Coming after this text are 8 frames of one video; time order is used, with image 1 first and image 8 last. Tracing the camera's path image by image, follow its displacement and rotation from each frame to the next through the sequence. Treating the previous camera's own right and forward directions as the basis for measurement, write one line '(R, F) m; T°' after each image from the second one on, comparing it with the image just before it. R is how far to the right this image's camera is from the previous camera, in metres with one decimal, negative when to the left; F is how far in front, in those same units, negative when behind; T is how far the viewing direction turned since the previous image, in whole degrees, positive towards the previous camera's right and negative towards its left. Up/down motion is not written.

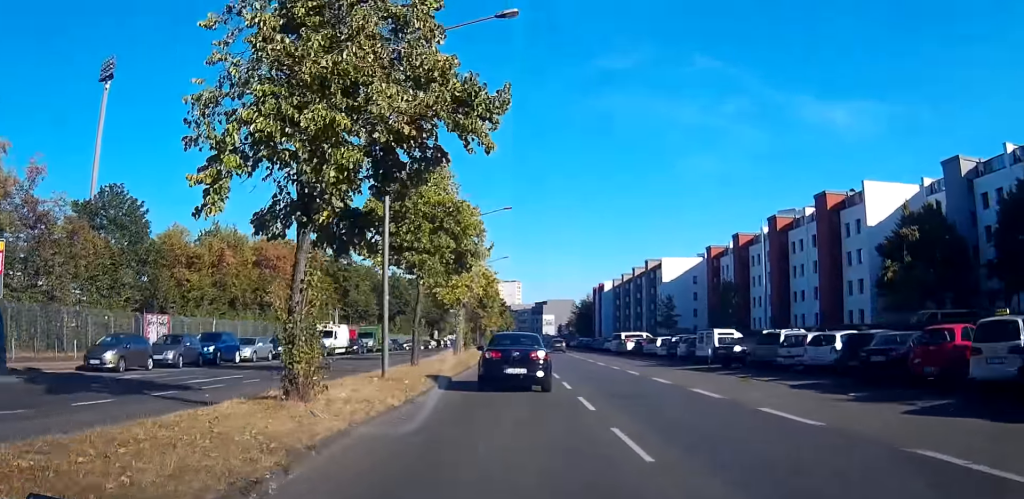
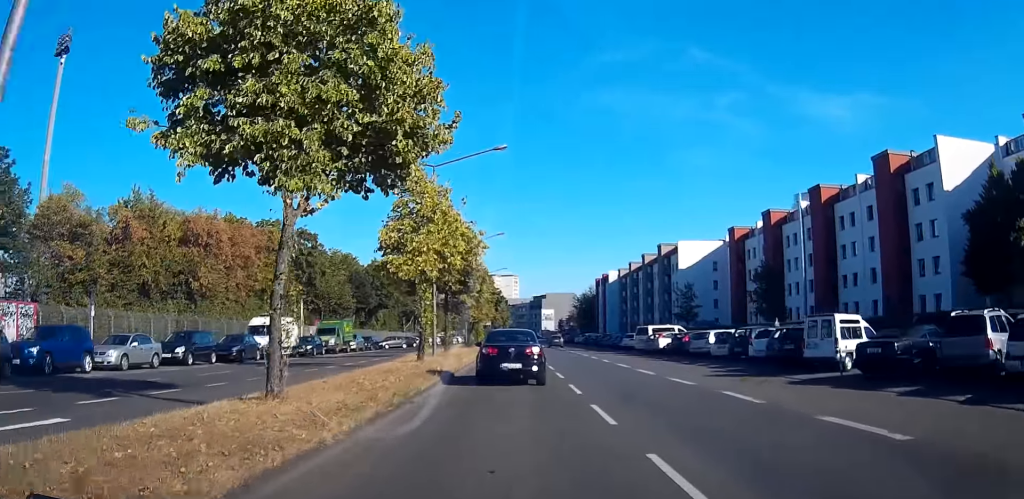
(0.0, +15.6) m; 0°
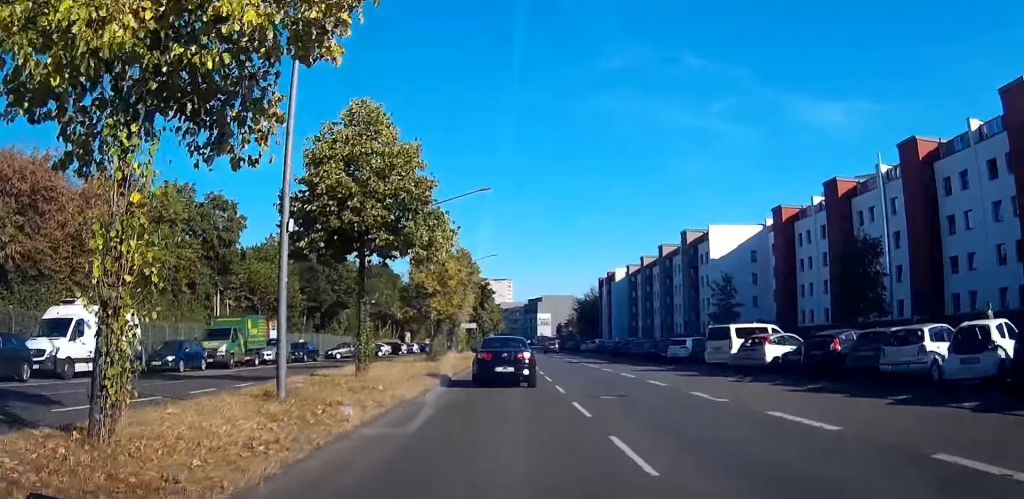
(+0.1, +22.7) m; +1°
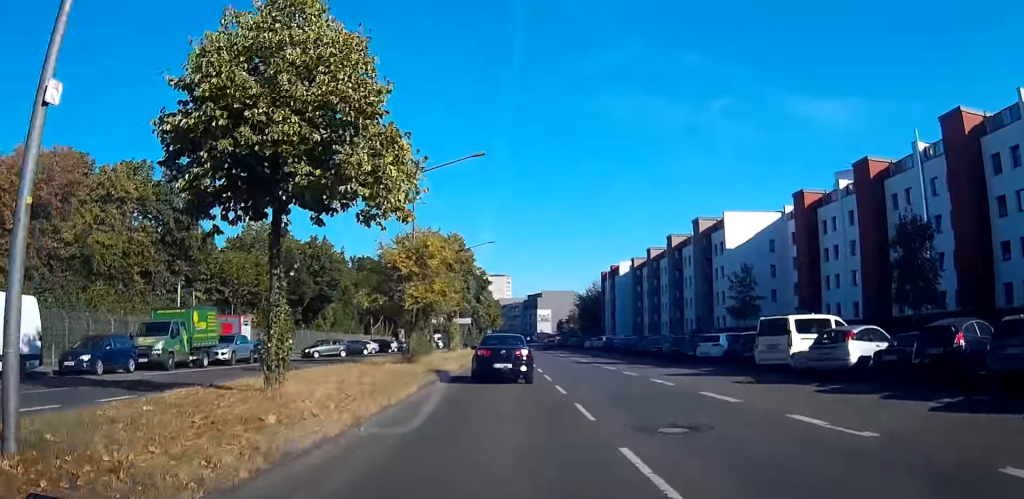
(0.0, +7.8) m; 0°
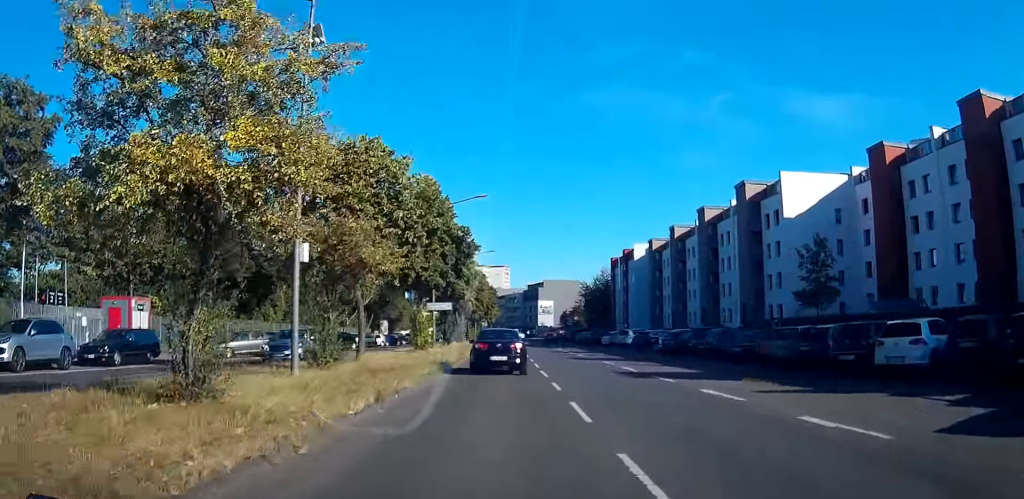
(0.0, +19.9) m; -1°
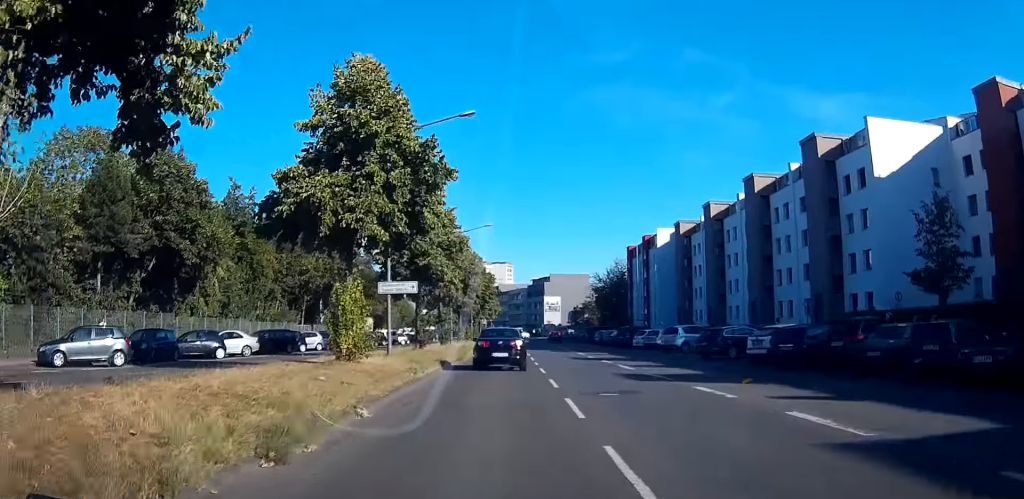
(-0.2, +18.0) m; -1°
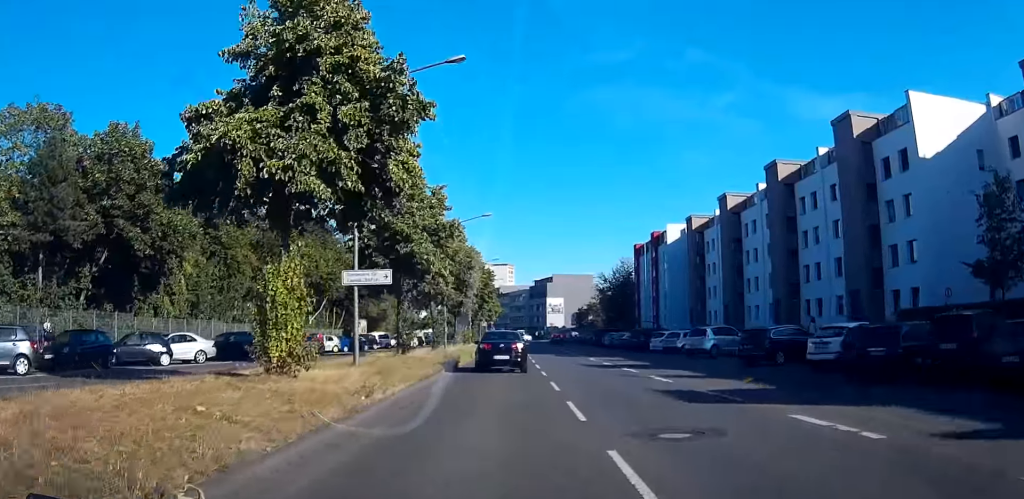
(0.0, +6.5) m; 0°
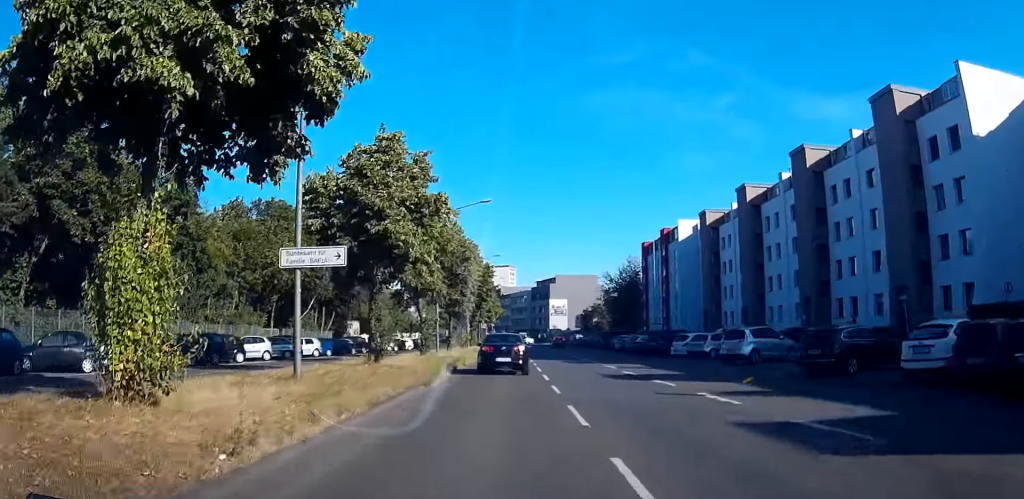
(0.0, +6.7) m; 0°
